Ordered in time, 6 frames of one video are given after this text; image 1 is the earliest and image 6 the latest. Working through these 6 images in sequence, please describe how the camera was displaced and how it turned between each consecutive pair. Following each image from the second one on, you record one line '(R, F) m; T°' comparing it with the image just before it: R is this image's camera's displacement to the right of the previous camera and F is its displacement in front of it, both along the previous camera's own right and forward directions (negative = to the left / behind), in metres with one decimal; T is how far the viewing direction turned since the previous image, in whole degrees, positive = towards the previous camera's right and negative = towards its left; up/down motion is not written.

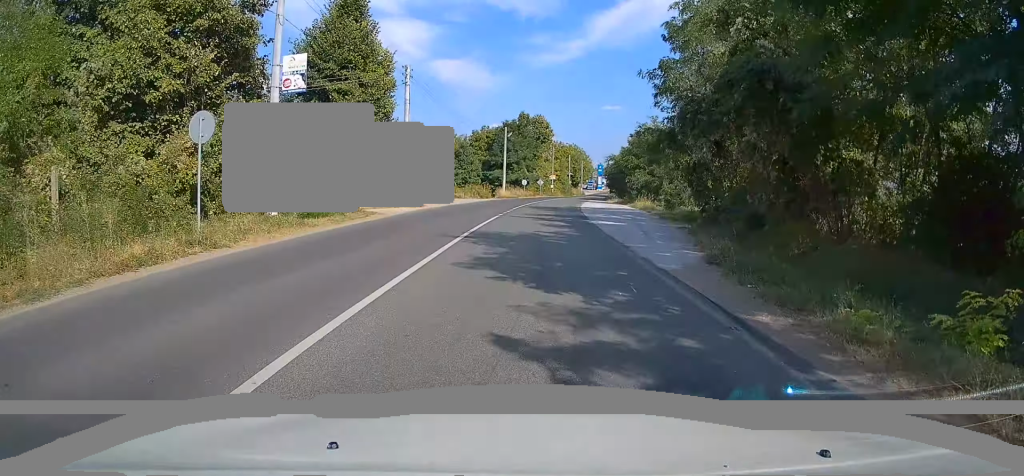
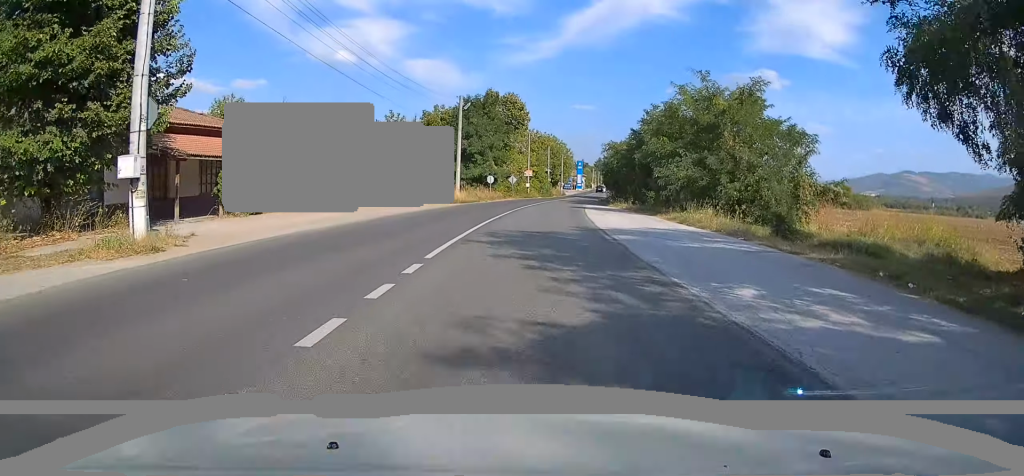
(+0.7, +24.6) m; +2°
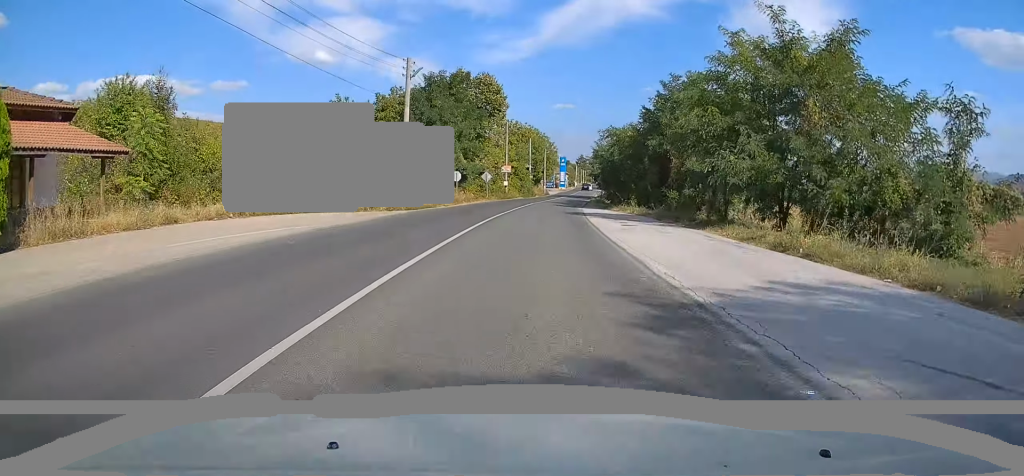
(0.0, +13.9) m; 0°
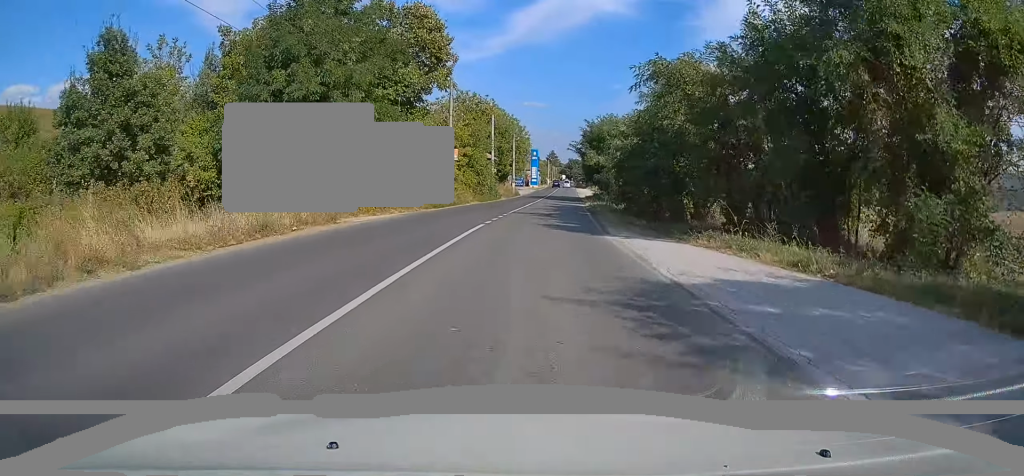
(+0.9, +27.1) m; +3°
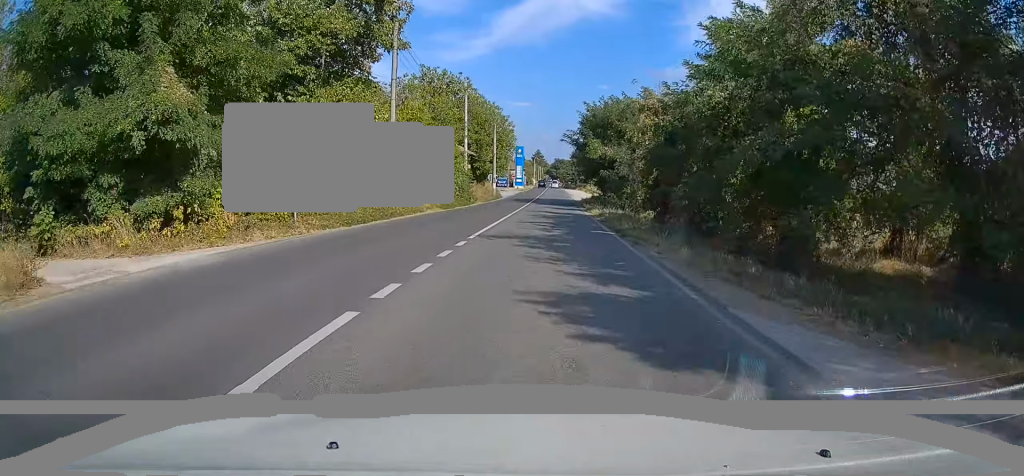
(0.0, +13.8) m; +1°
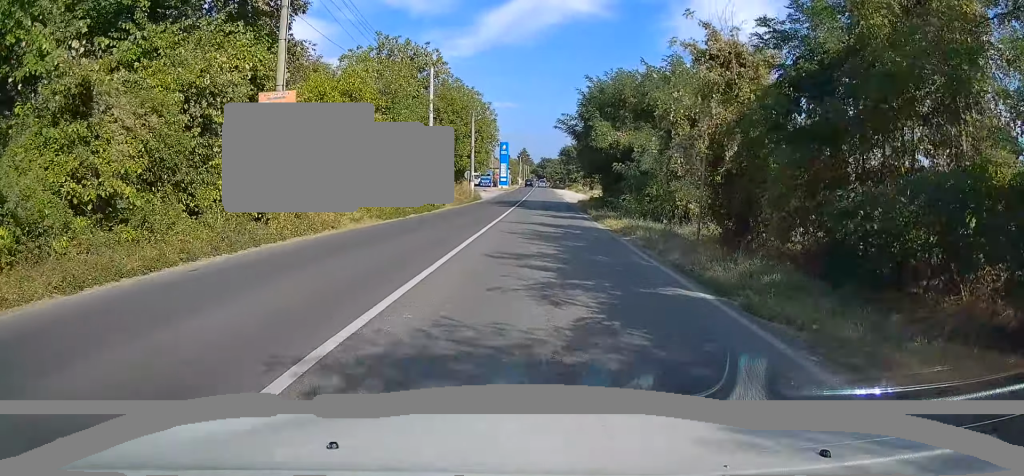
(+0.3, +11.4) m; +1°
